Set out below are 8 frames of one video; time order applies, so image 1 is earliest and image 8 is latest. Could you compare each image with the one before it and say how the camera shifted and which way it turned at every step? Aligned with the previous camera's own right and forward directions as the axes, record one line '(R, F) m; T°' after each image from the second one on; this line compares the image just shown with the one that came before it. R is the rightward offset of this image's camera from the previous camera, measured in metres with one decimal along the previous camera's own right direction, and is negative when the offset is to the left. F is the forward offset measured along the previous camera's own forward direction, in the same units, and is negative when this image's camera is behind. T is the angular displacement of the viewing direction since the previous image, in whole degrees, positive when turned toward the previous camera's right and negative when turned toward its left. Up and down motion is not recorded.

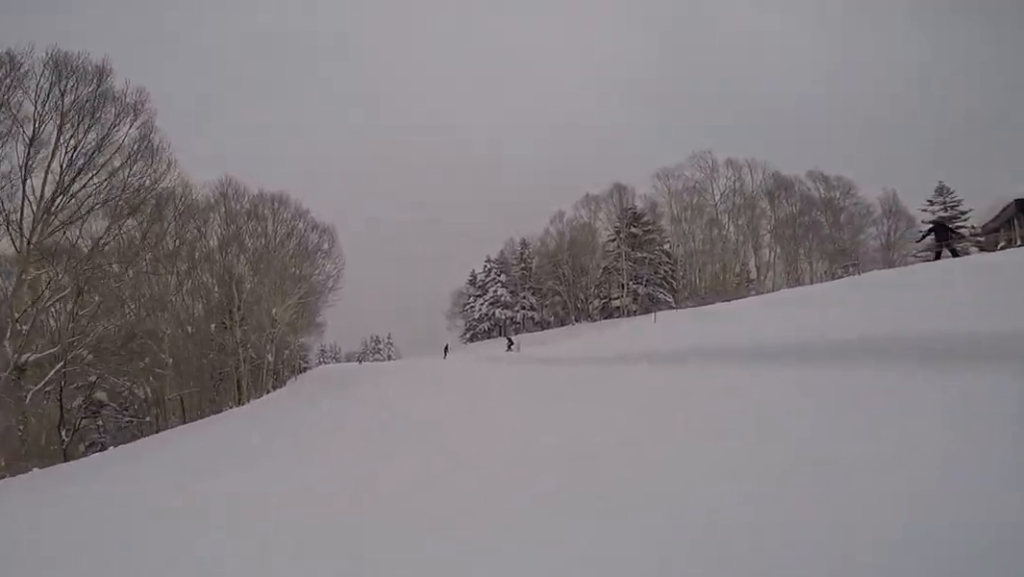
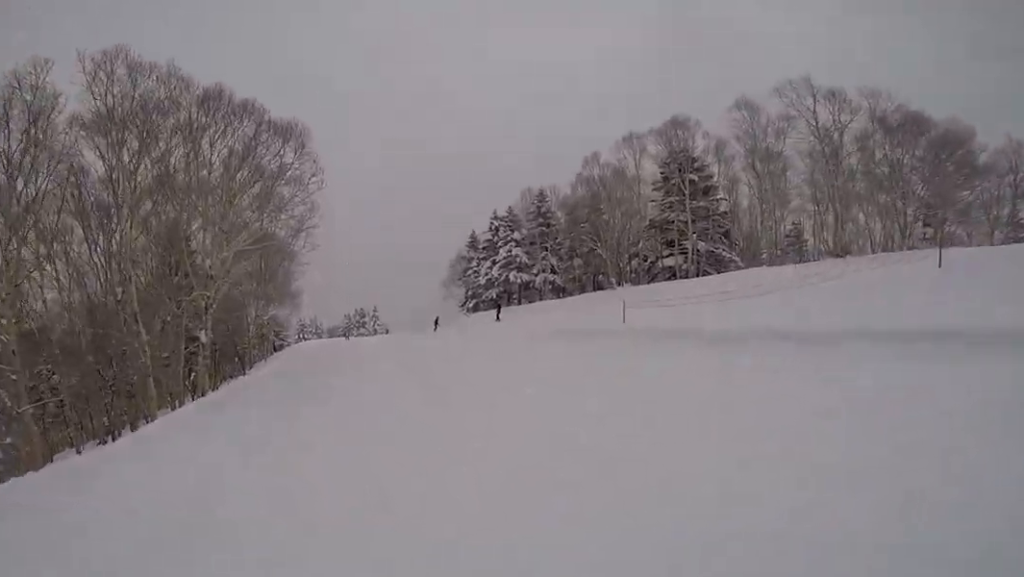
(-0.3, +9.4) m; +3°
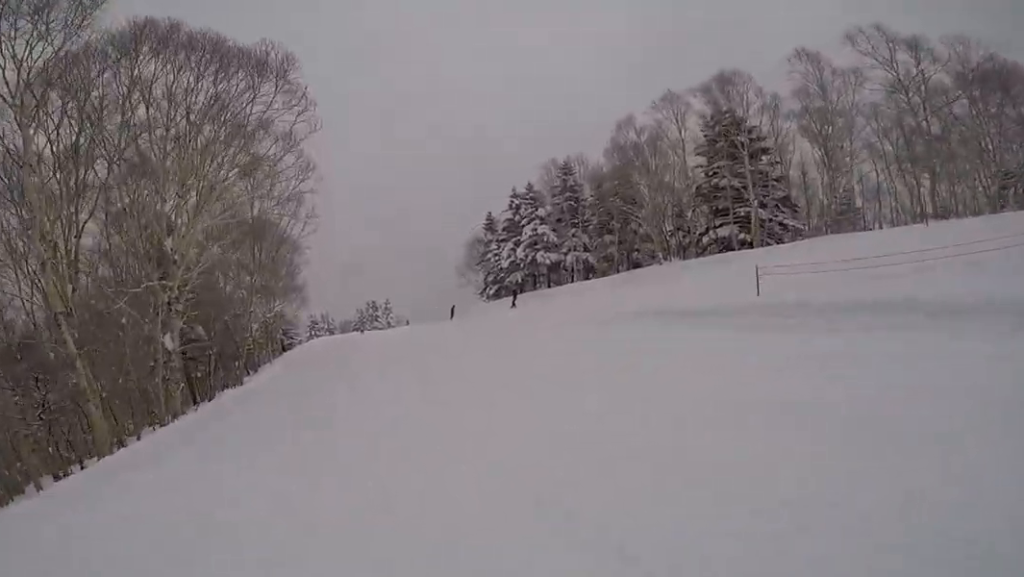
(+0.5, +4.2) m; +4°
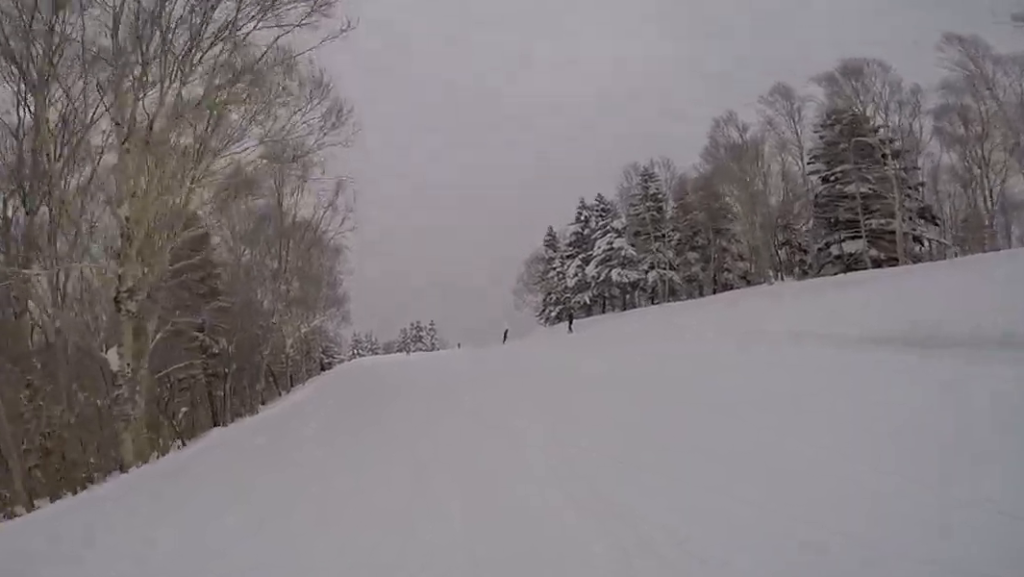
(+0.3, +4.7) m; +3°
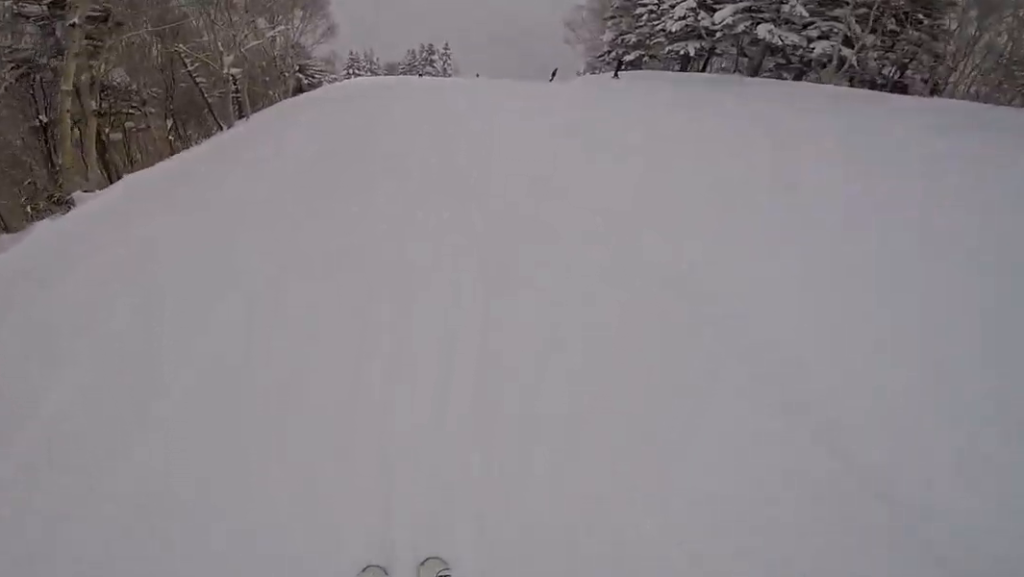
(-0.9, +9.4) m; -7°
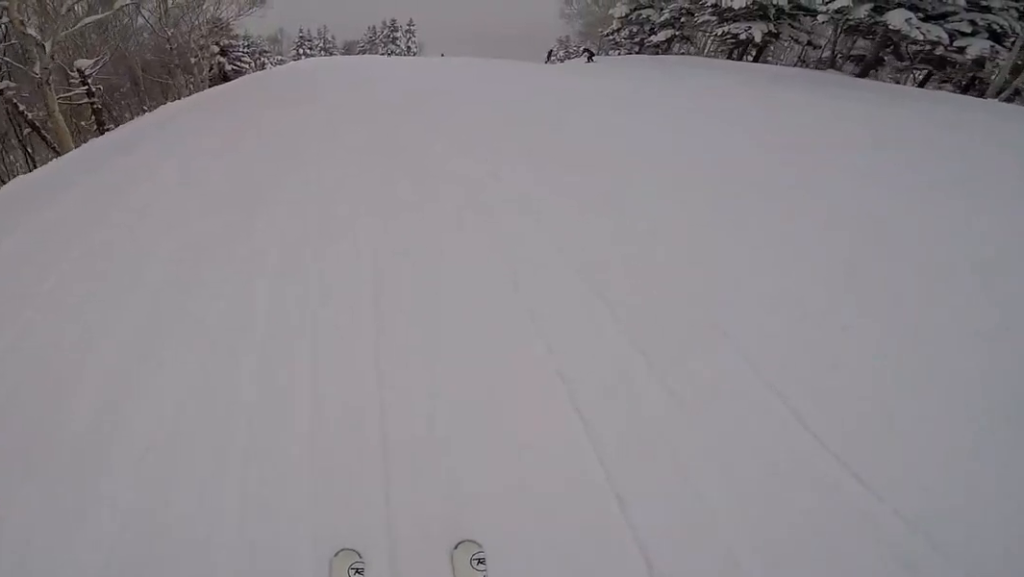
(+0.5, +9.0) m; 0°
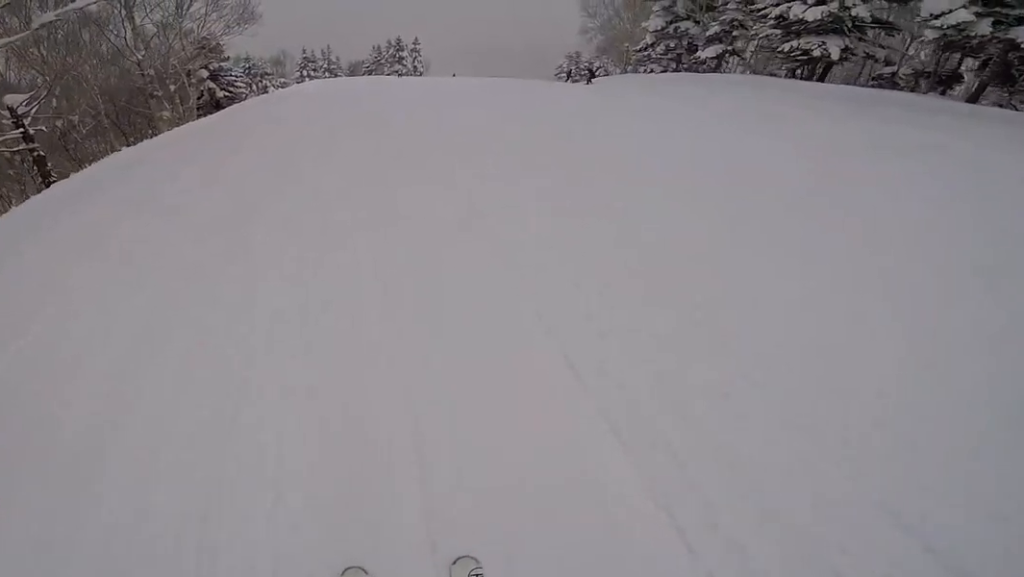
(-0.5, +3.8) m; +1°
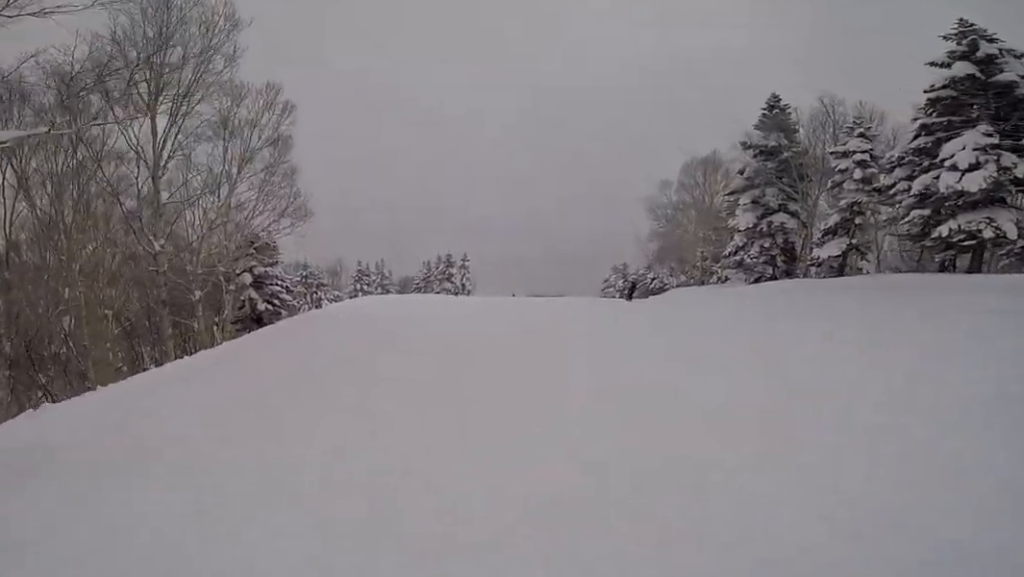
(+0.3, +5.5) m; 0°
